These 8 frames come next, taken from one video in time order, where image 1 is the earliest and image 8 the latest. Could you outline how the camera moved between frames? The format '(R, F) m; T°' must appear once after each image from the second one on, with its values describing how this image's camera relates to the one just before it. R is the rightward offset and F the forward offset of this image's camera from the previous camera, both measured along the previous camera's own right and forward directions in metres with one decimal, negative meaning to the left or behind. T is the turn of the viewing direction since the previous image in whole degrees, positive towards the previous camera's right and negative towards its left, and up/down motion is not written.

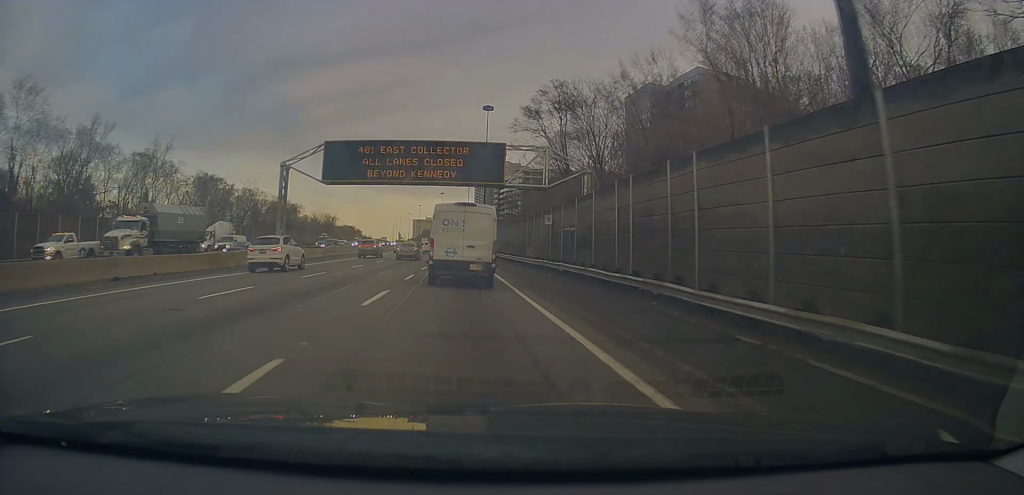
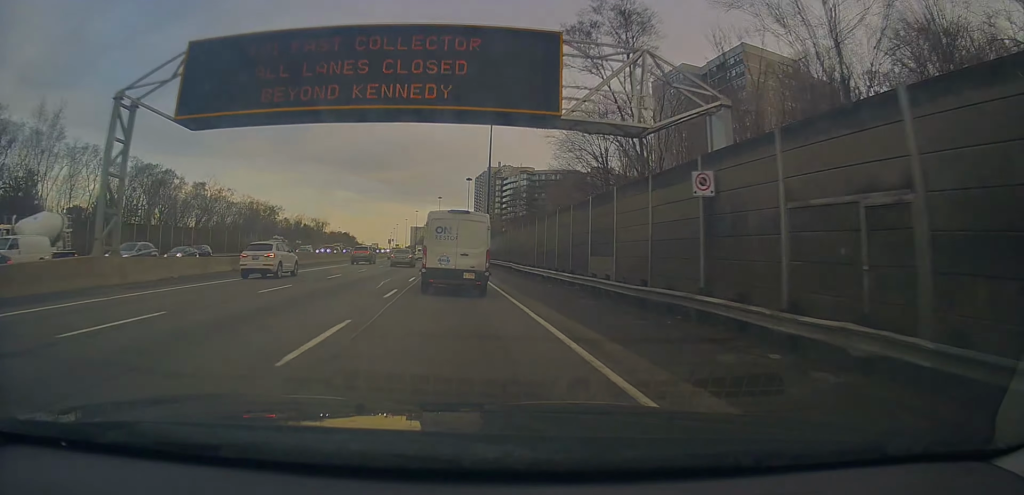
(0.0, +22.9) m; -1°
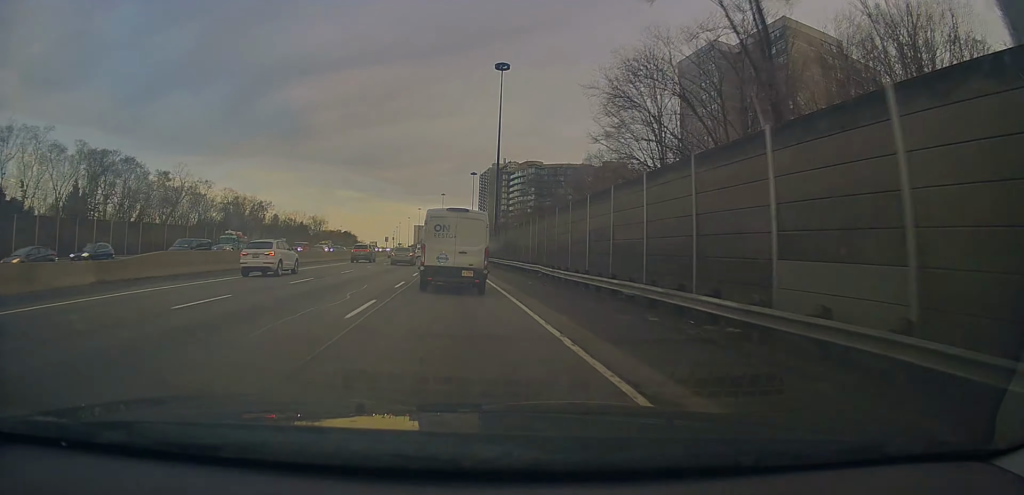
(-0.2, +14.5) m; 0°
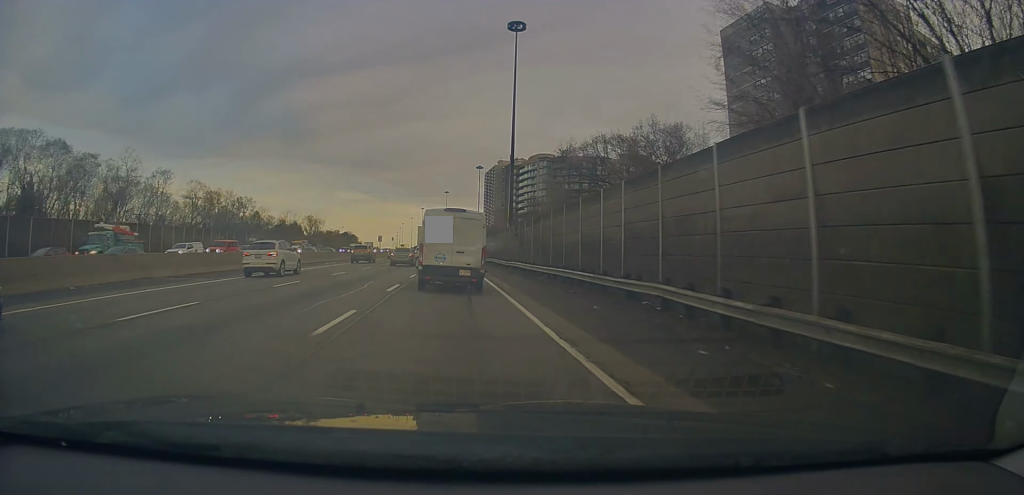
(0.0, +19.9) m; 0°
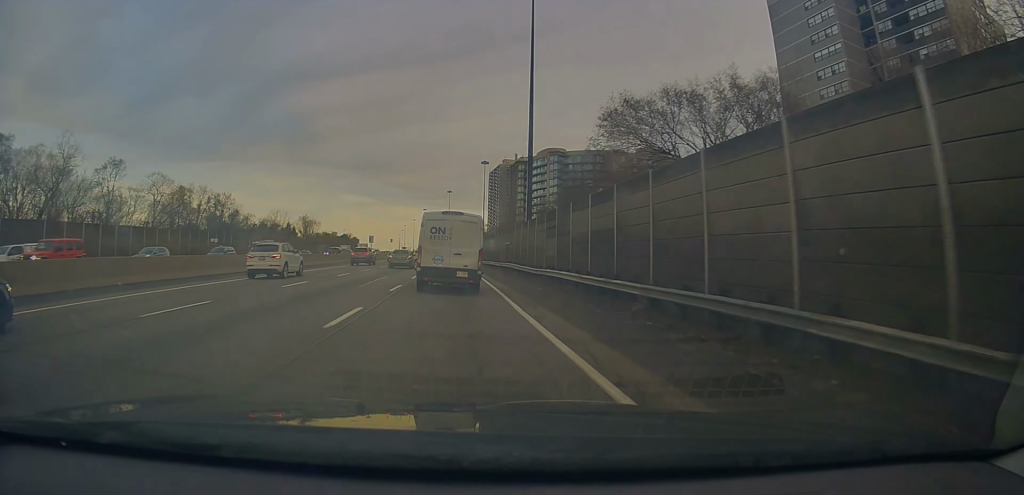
(+0.5, +17.0) m; 0°
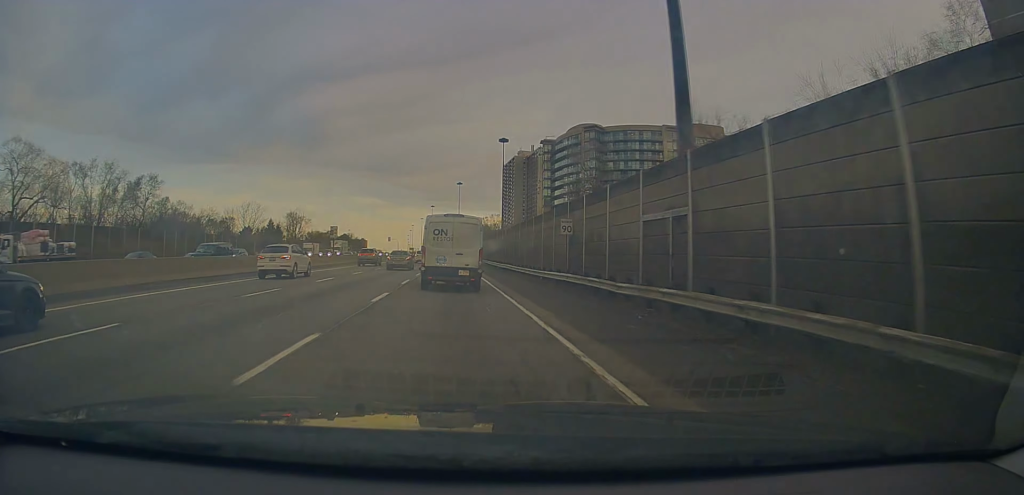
(-1.0, +39.8) m; -2°
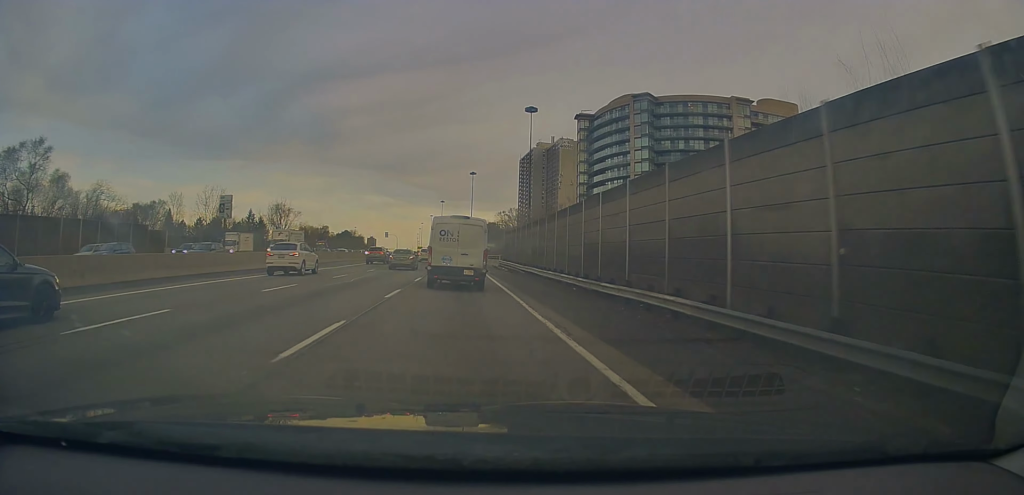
(-0.4, +34.2) m; -1°
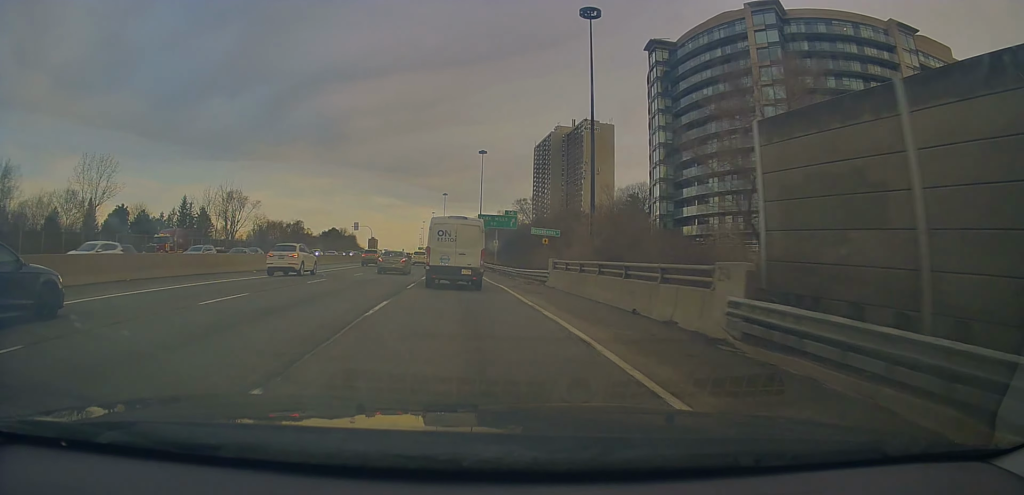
(-0.5, +51.6) m; -1°
